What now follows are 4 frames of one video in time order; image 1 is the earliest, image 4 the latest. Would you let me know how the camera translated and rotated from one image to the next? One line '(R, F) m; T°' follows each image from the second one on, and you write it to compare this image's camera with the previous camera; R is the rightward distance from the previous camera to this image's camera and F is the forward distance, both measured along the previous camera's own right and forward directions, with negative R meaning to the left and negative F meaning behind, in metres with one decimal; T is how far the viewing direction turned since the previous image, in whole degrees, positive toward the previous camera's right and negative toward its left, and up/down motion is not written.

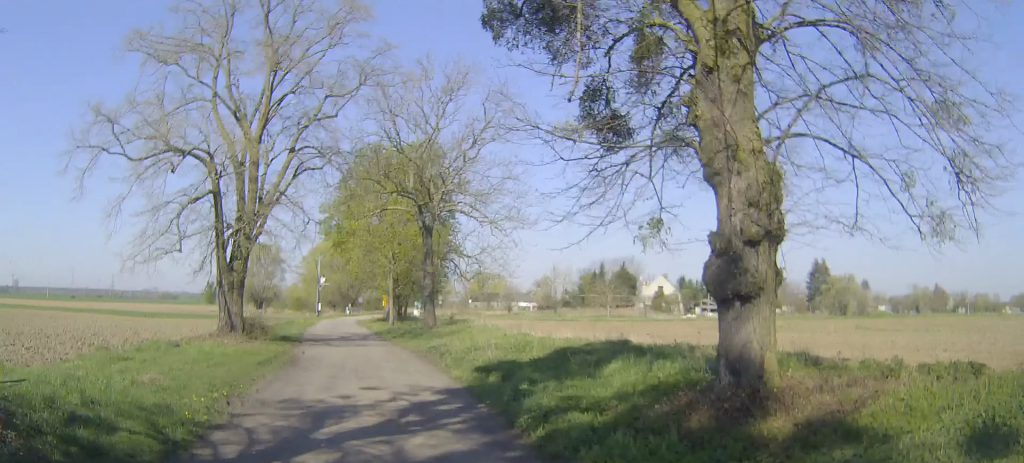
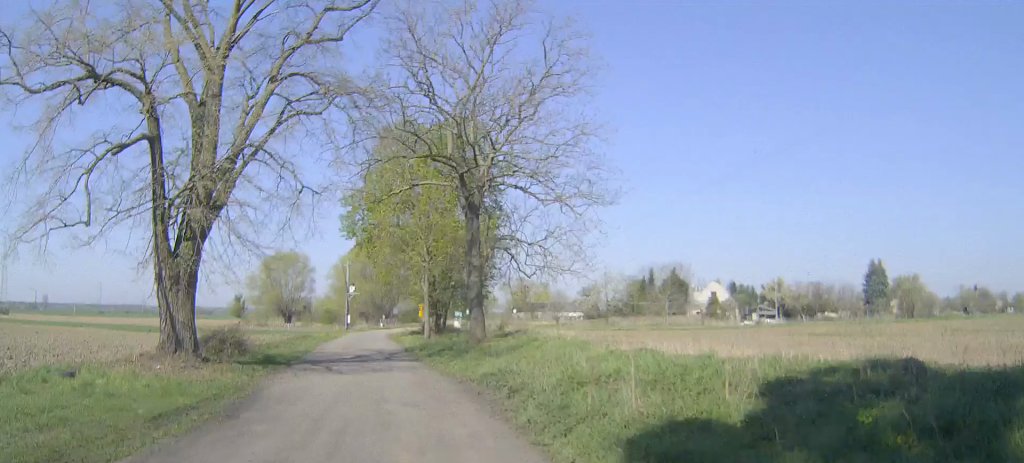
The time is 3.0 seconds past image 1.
(-0.3, +9.7) m; -2°
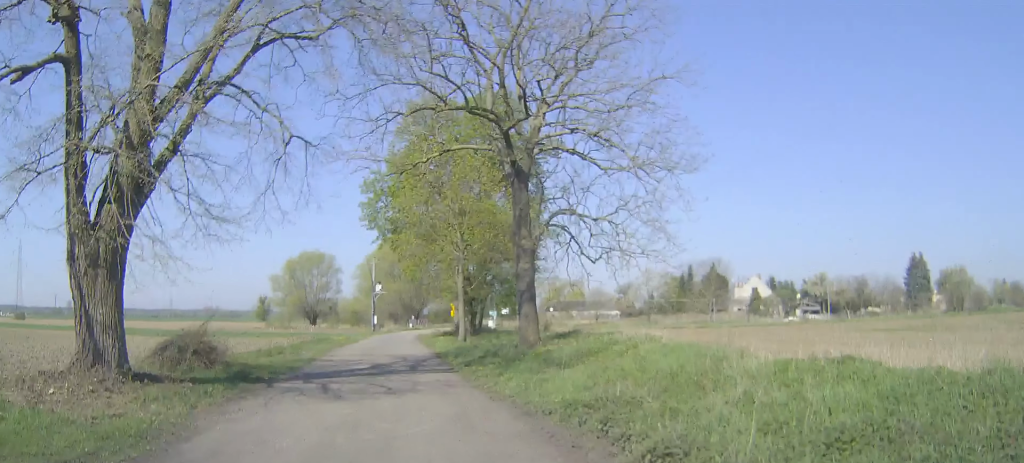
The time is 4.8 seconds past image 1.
(-0.1, +6.2) m; -2°
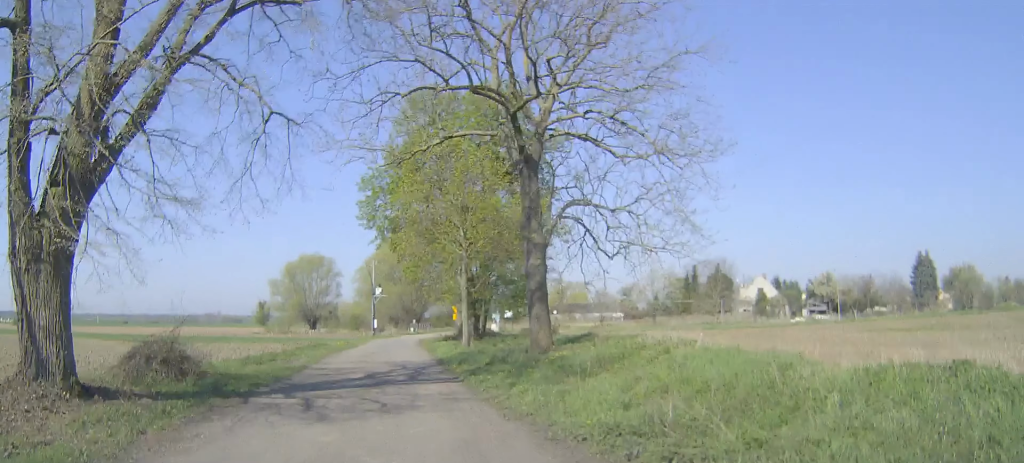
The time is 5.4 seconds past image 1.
(0.0, +2.2) m; 0°
